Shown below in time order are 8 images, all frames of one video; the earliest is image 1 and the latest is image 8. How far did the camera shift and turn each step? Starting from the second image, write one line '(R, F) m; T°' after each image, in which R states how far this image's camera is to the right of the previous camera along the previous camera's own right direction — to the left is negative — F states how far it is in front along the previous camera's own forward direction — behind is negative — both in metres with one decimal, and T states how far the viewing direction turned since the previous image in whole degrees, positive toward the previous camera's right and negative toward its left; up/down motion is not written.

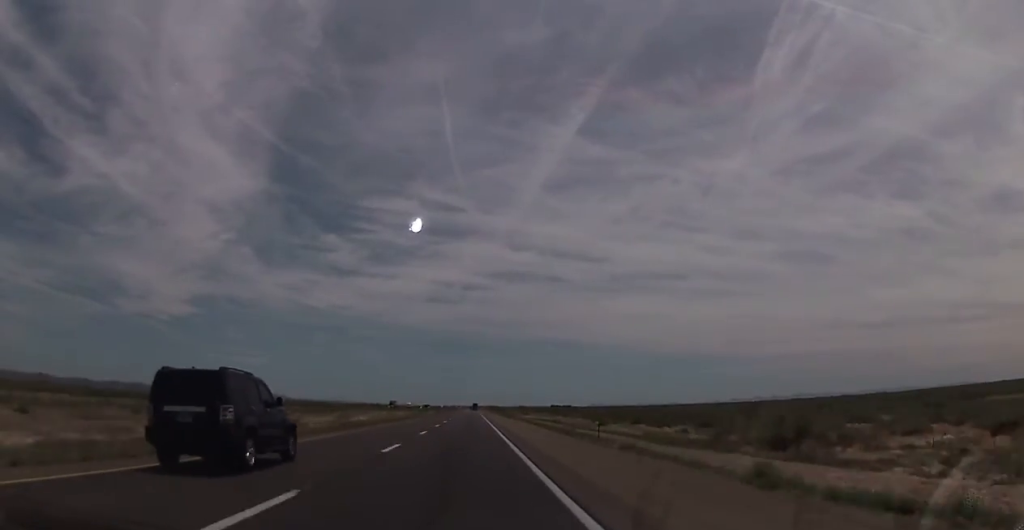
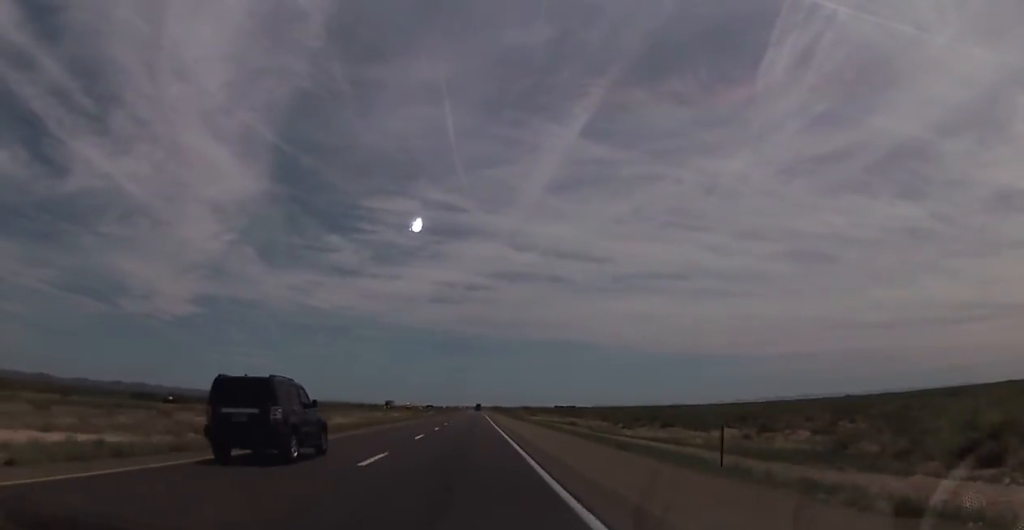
(0.0, +16.5) m; 0°
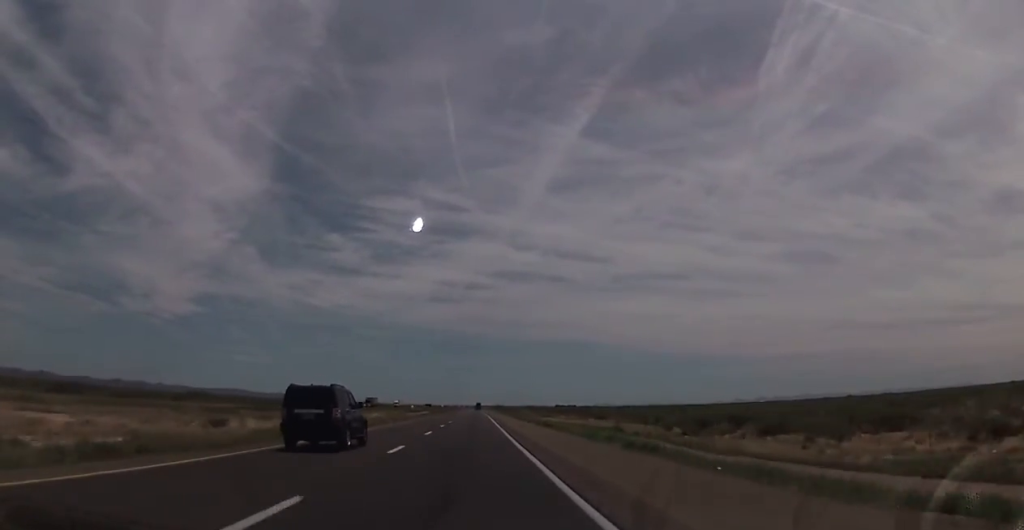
(-0.1, +33.0) m; 0°
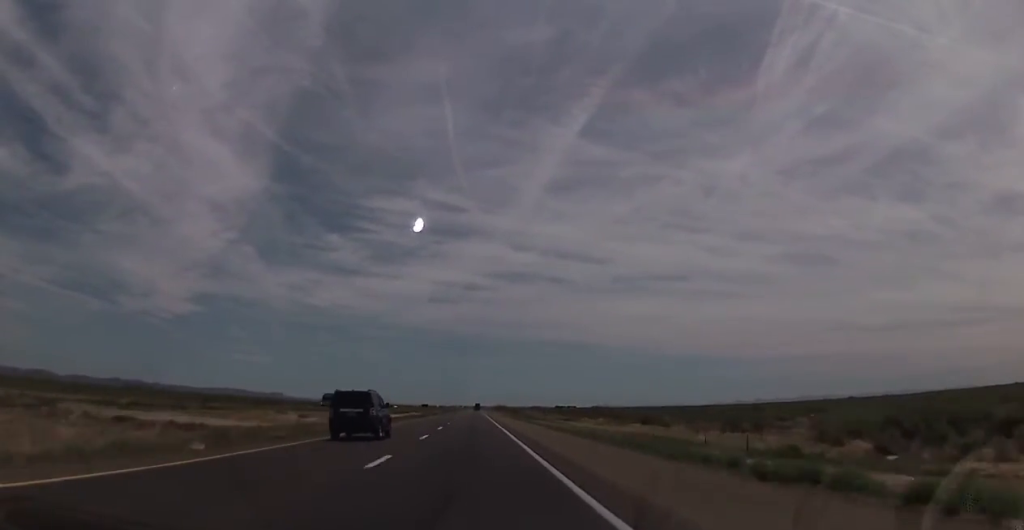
(+0.1, +41.2) m; 0°
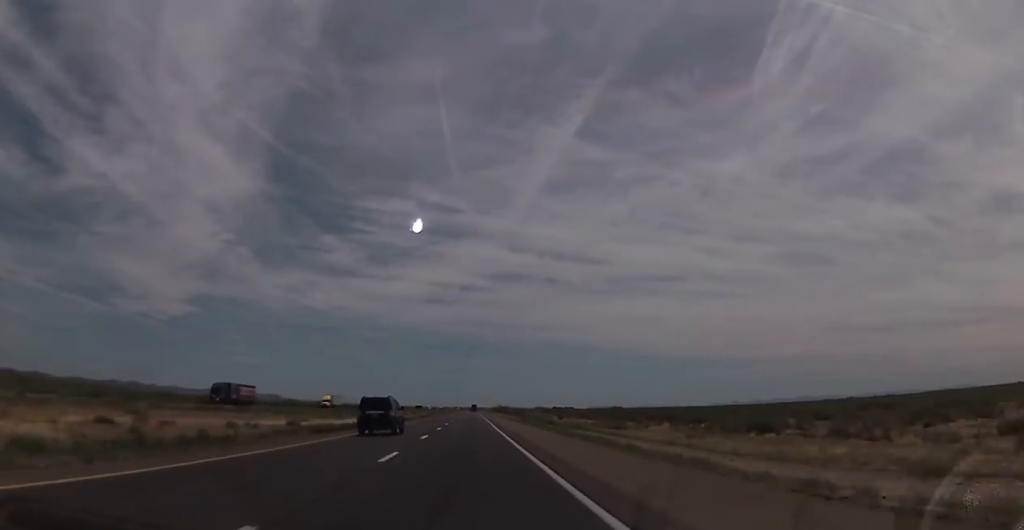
(0.0, +47.2) m; 0°
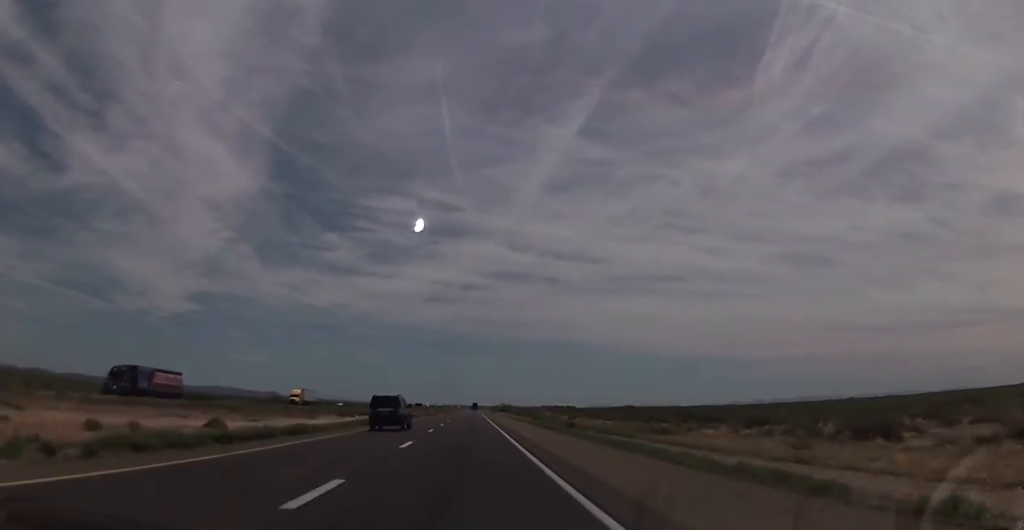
(-0.1, +20.0) m; +1°
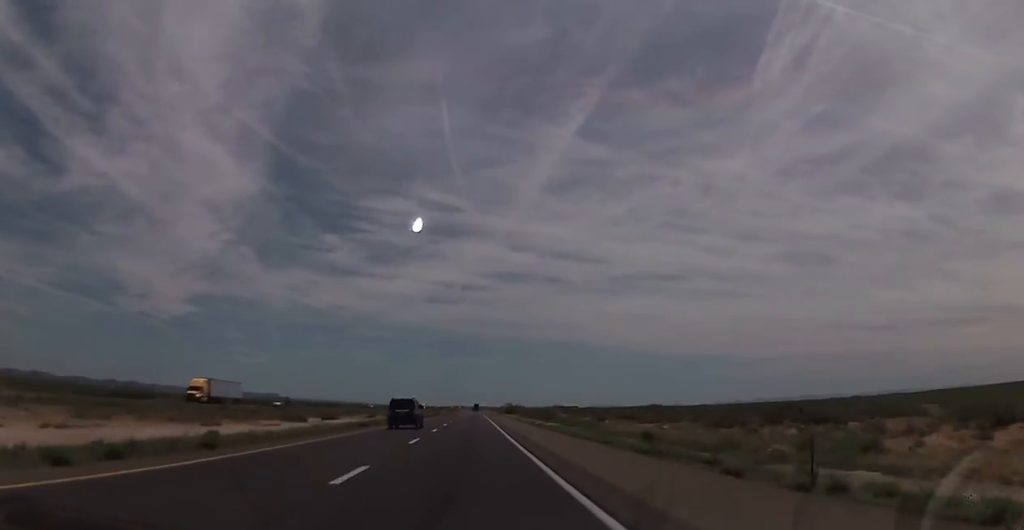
(+0.5, +34.1) m; 0°
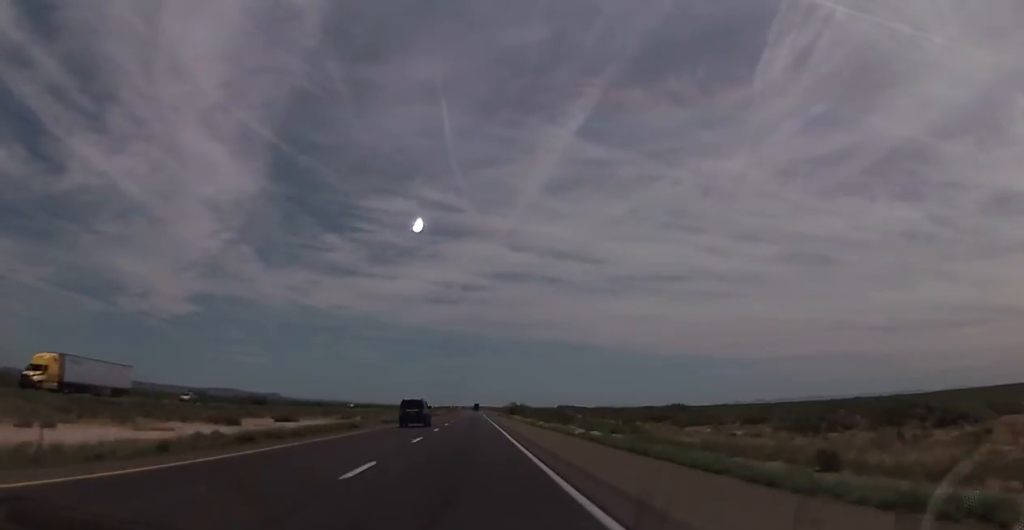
(-0.3, +23.5) m; -1°
